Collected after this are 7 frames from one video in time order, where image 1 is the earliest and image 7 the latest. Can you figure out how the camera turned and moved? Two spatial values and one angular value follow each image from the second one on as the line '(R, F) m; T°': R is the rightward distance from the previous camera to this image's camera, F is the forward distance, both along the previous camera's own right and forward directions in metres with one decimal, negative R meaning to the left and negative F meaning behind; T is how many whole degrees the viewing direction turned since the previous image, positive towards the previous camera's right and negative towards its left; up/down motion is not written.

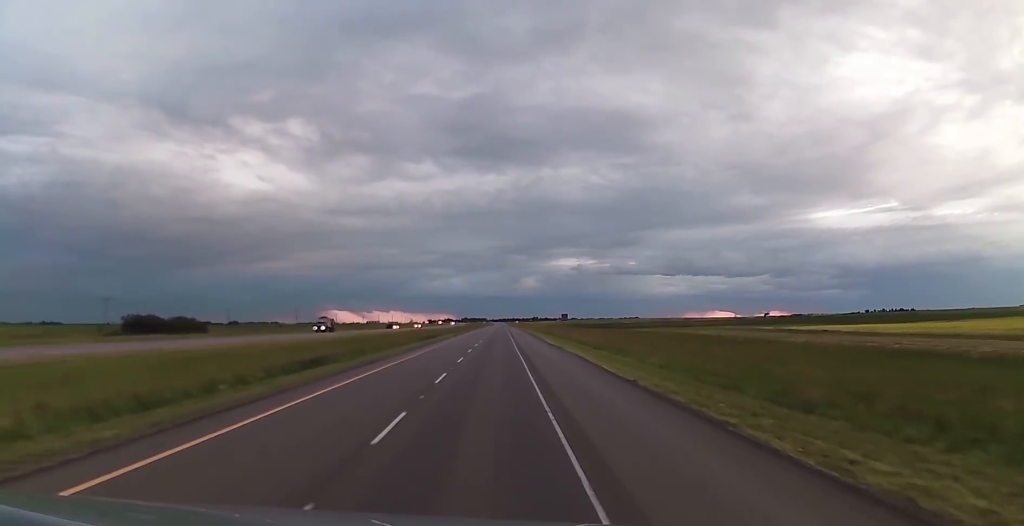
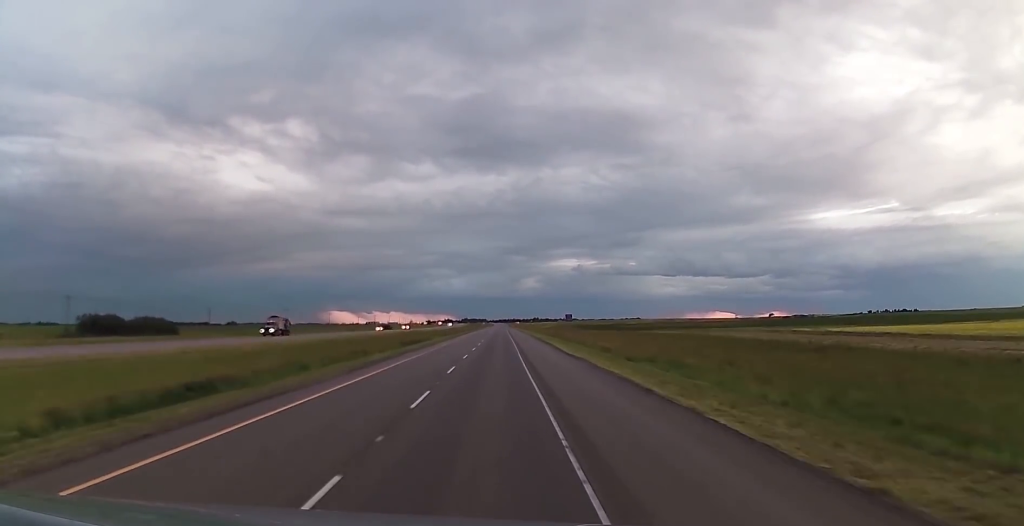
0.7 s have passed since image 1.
(0.0, +19.4) m; 0°
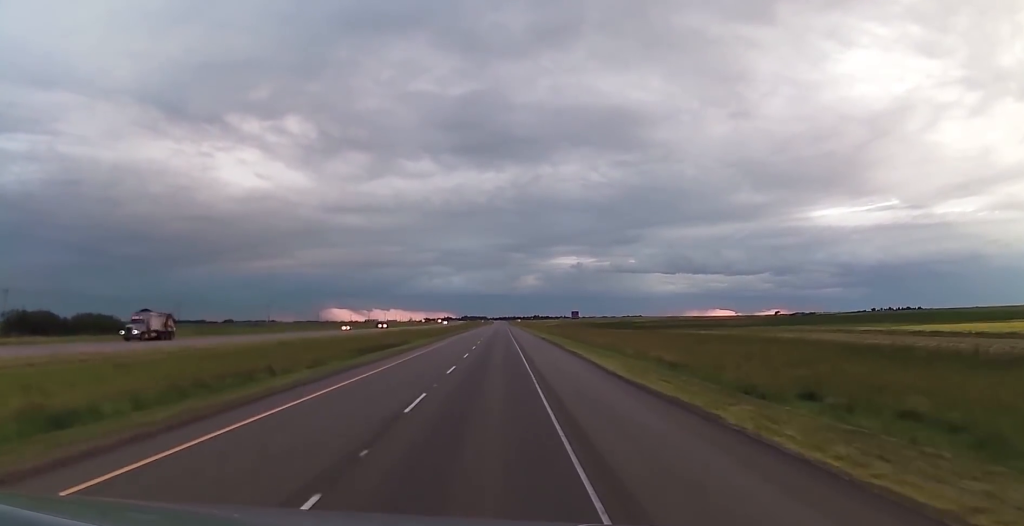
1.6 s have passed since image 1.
(0.0, +26.6) m; 0°
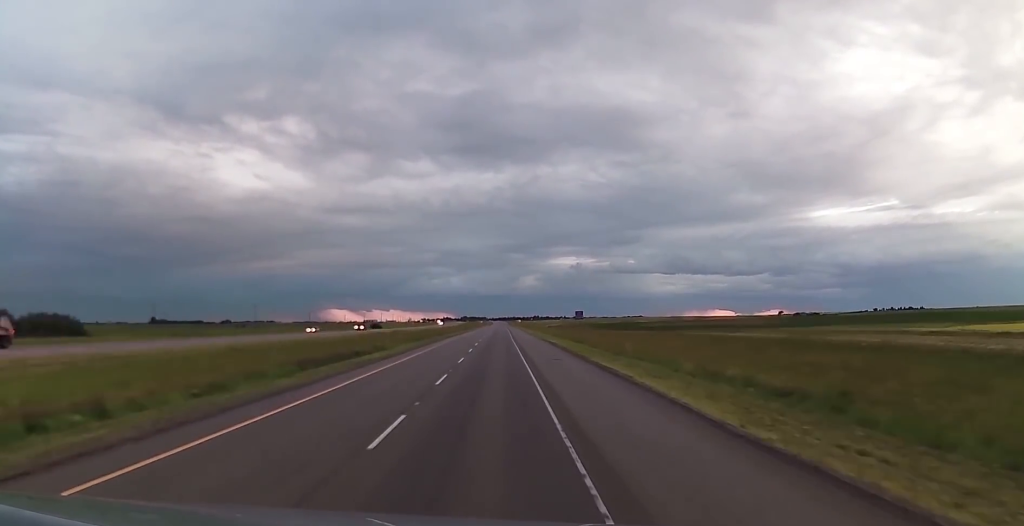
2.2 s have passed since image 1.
(+0.1, +16.9) m; 0°
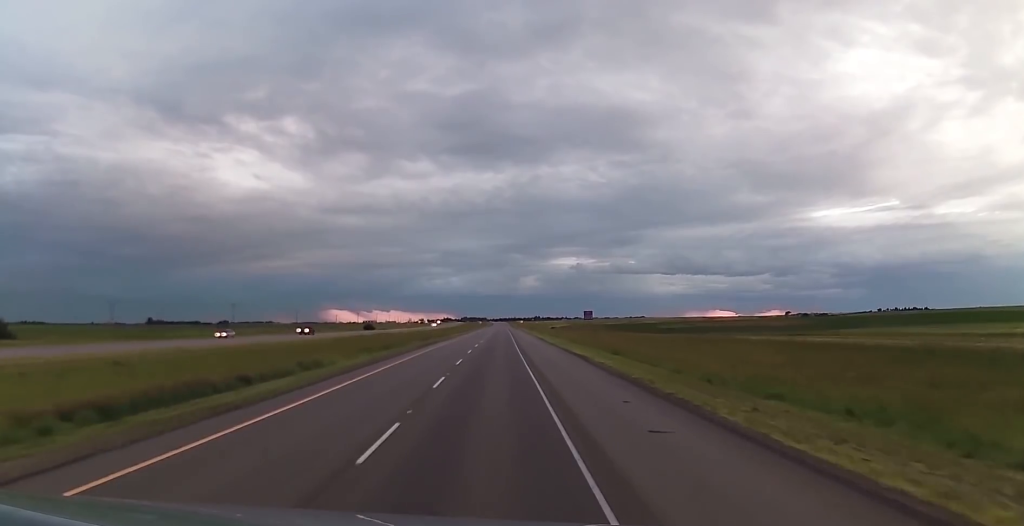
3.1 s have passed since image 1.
(-0.1, +26.5) m; -1°
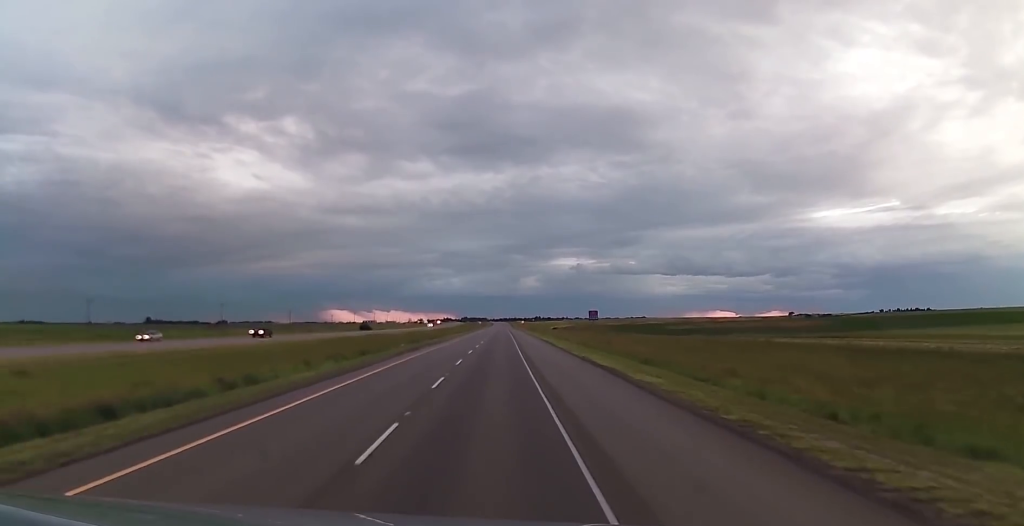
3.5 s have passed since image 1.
(0.0, +12.0) m; 0°
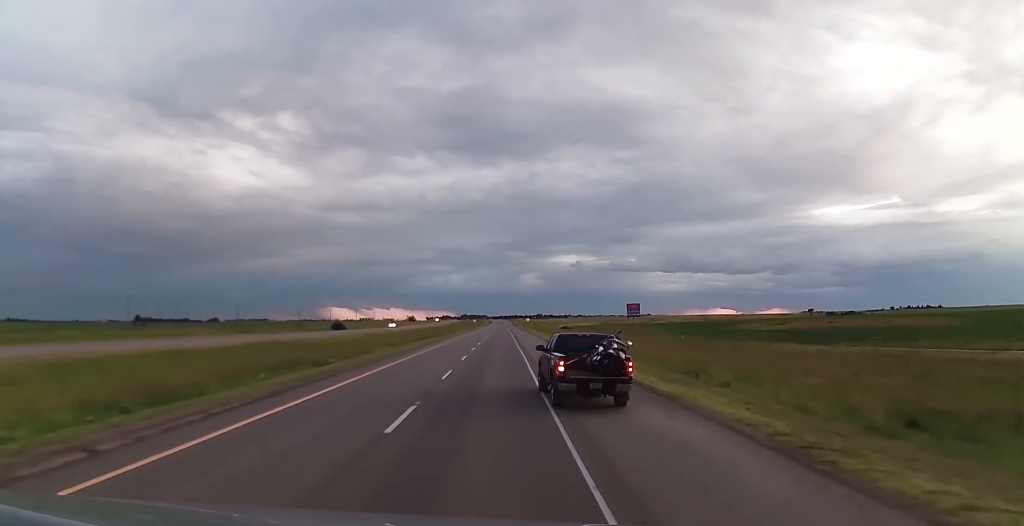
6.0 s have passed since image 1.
(-0.1, +71.0) m; +1°
